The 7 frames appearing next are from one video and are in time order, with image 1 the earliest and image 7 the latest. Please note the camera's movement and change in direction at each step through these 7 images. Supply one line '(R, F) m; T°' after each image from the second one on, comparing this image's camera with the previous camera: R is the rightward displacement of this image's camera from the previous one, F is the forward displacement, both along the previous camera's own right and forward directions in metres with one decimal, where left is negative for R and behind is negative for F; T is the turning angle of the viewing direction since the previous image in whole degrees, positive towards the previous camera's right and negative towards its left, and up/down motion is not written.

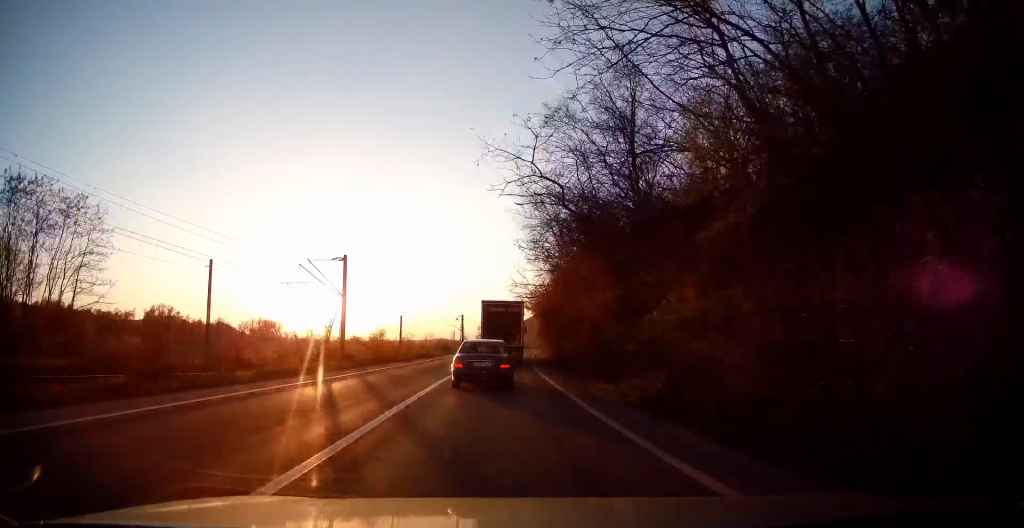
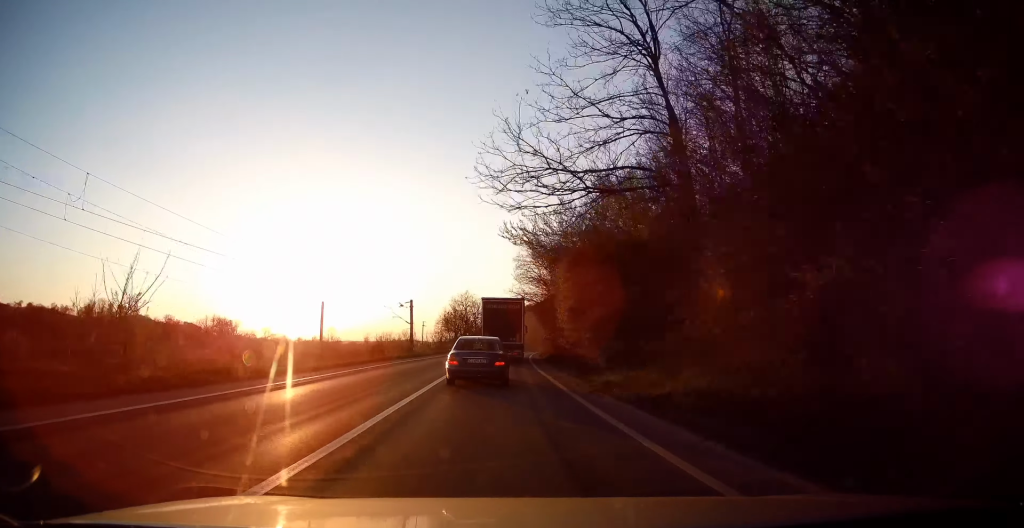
(+0.9, +31.9) m; +3°
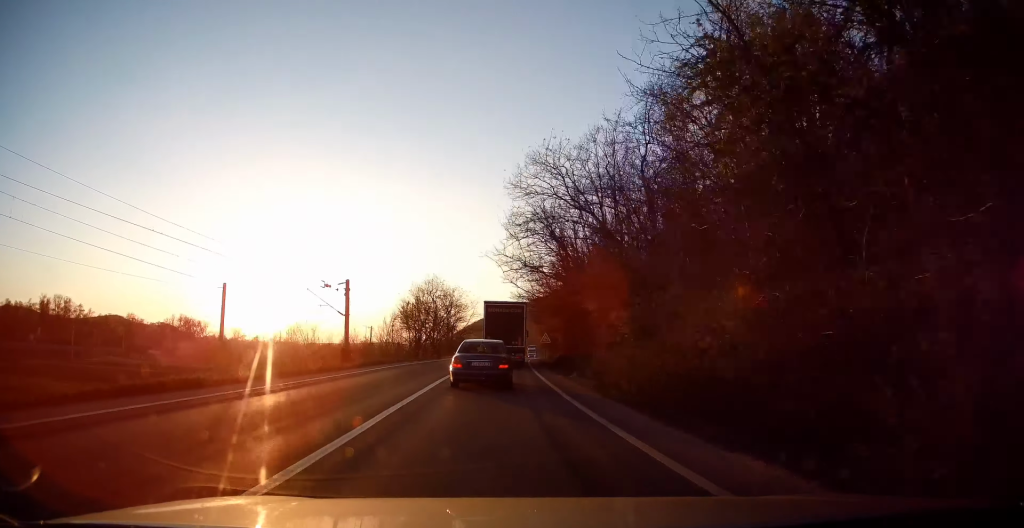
(0.0, +22.0) m; +1°
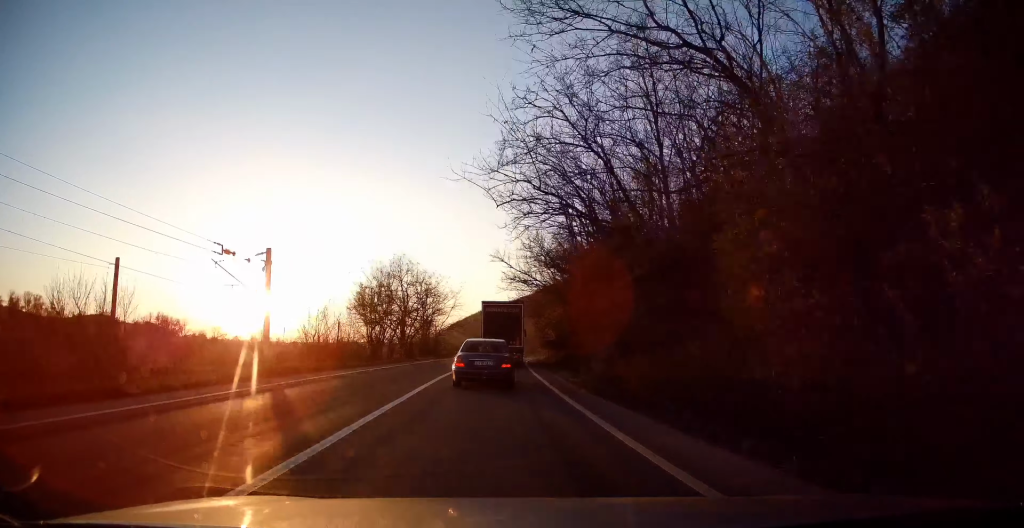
(+0.3, +13.6) m; +2°
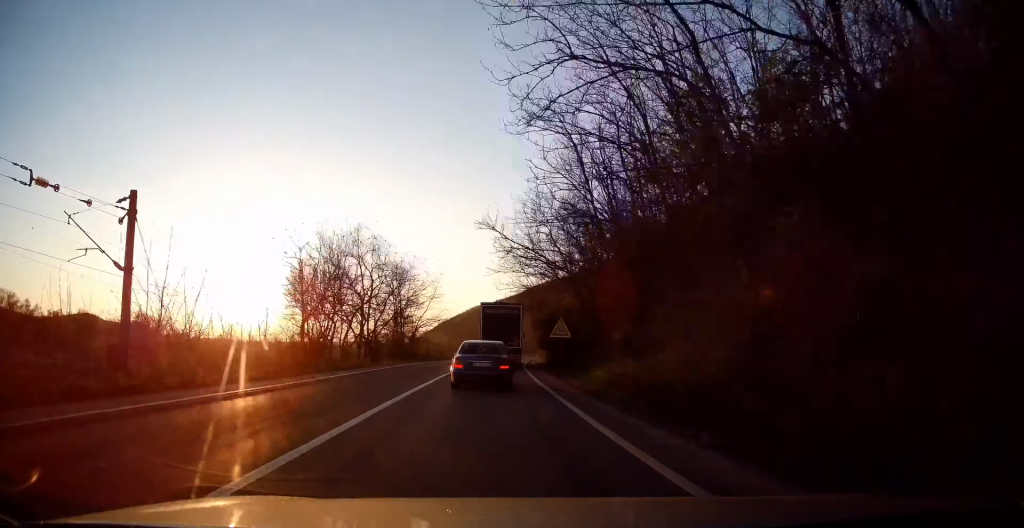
(+0.2, +12.4) m; +2°
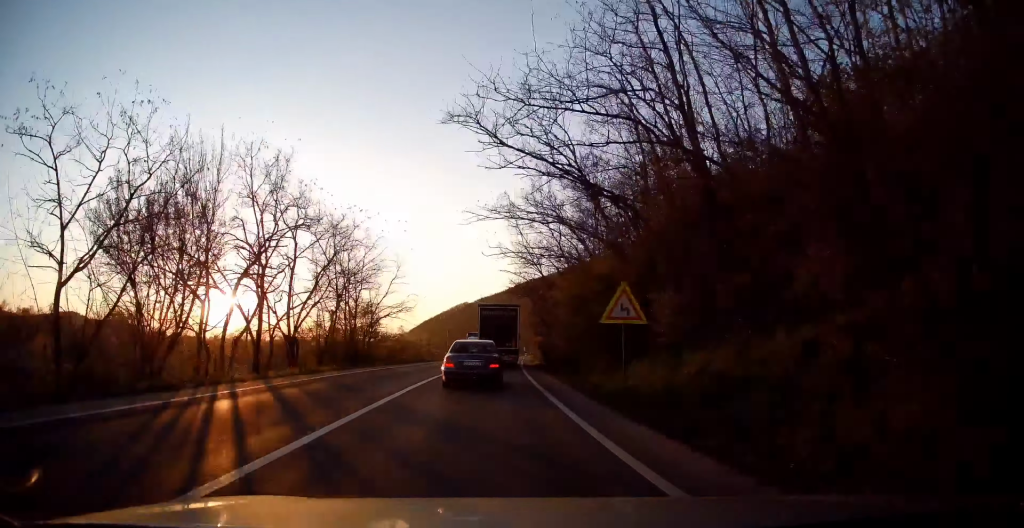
(+0.4, +15.0) m; +2°
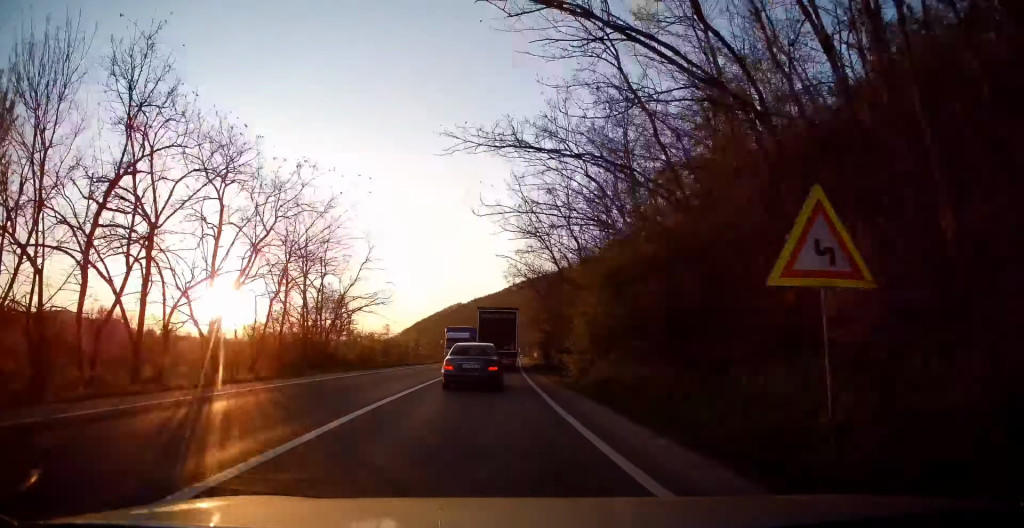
(+0.2, +8.0) m; +1°
